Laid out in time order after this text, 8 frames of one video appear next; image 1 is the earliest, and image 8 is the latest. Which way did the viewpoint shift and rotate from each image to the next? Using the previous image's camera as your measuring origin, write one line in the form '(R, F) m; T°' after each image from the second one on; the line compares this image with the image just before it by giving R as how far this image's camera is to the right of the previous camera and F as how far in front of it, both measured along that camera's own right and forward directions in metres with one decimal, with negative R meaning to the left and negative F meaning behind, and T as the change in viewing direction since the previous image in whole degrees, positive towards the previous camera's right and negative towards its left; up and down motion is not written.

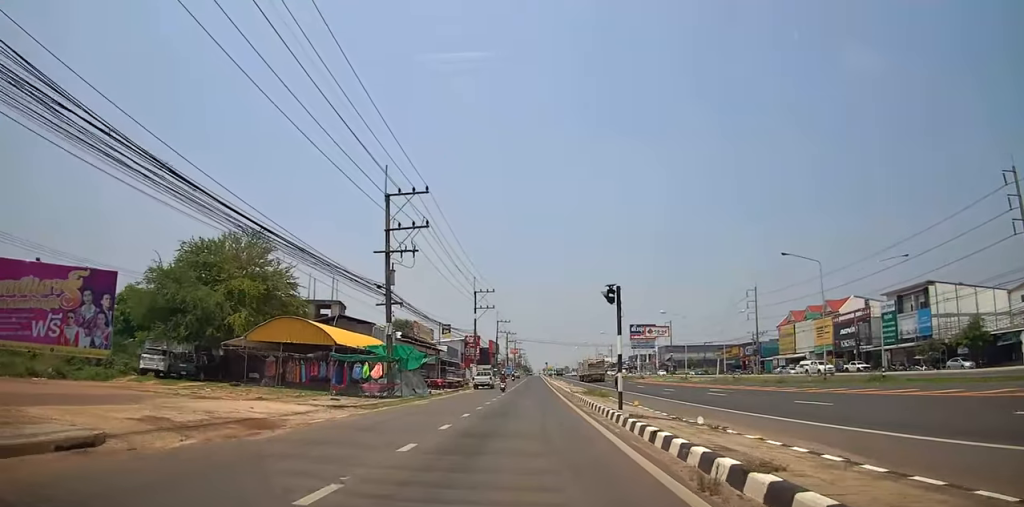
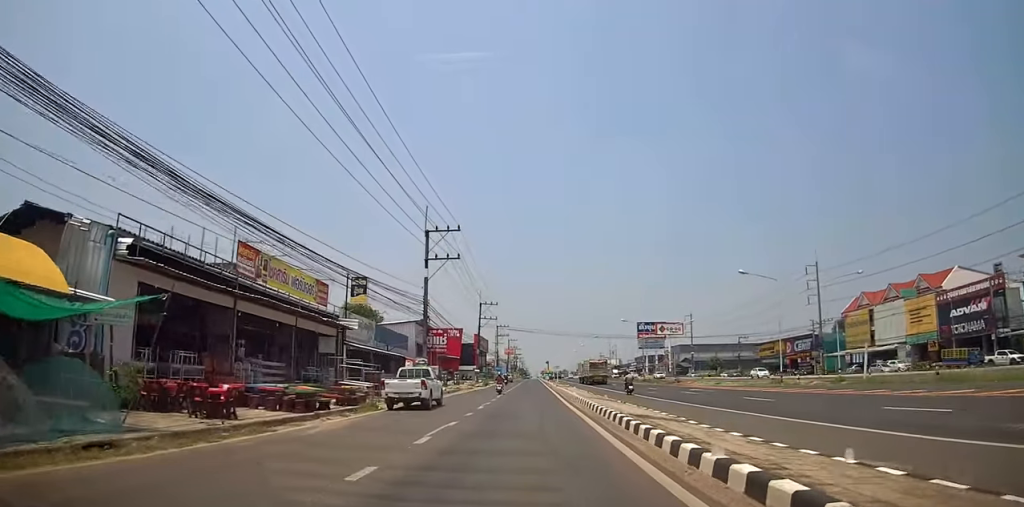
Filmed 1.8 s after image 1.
(-0.1, +30.9) m; 0°
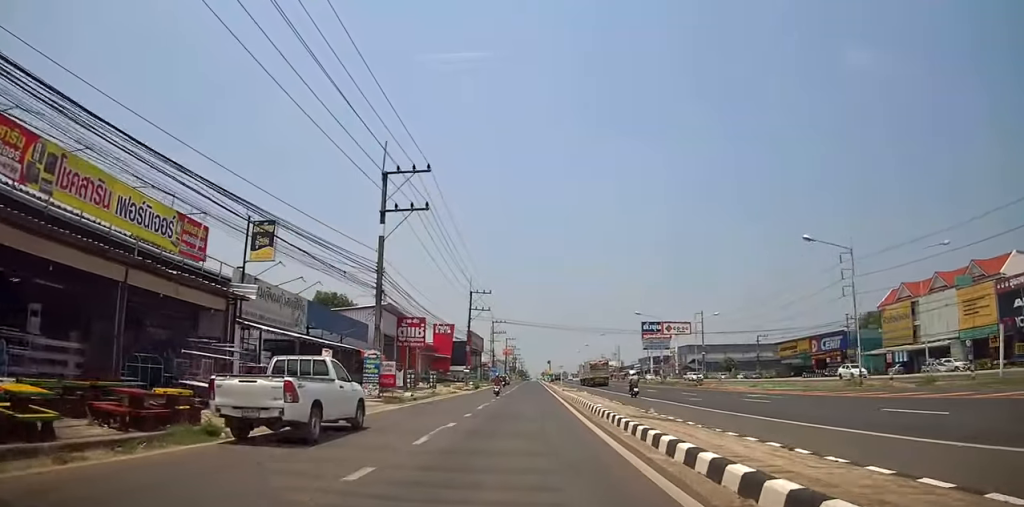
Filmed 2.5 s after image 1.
(0.0, +11.9) m; 0°
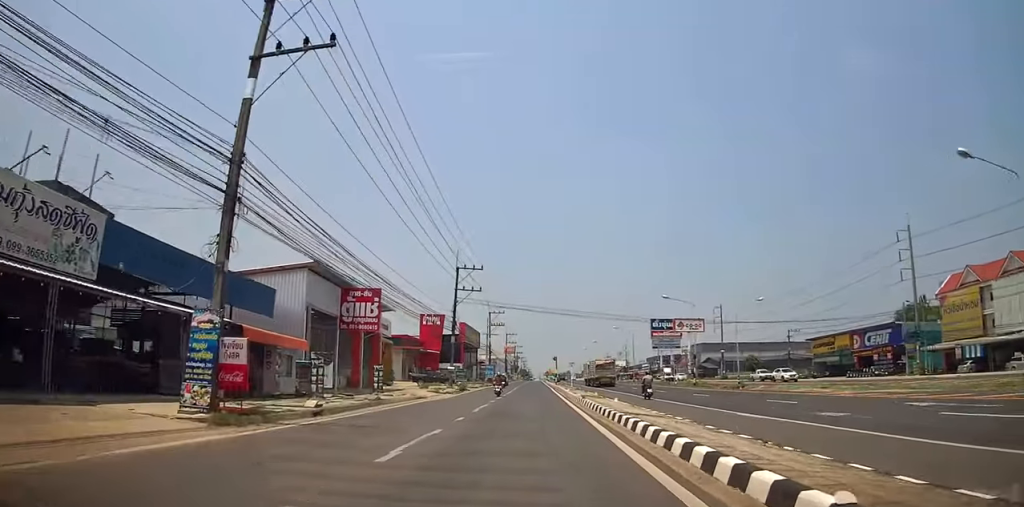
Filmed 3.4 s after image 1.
(0.0, +14.7) m; +2°
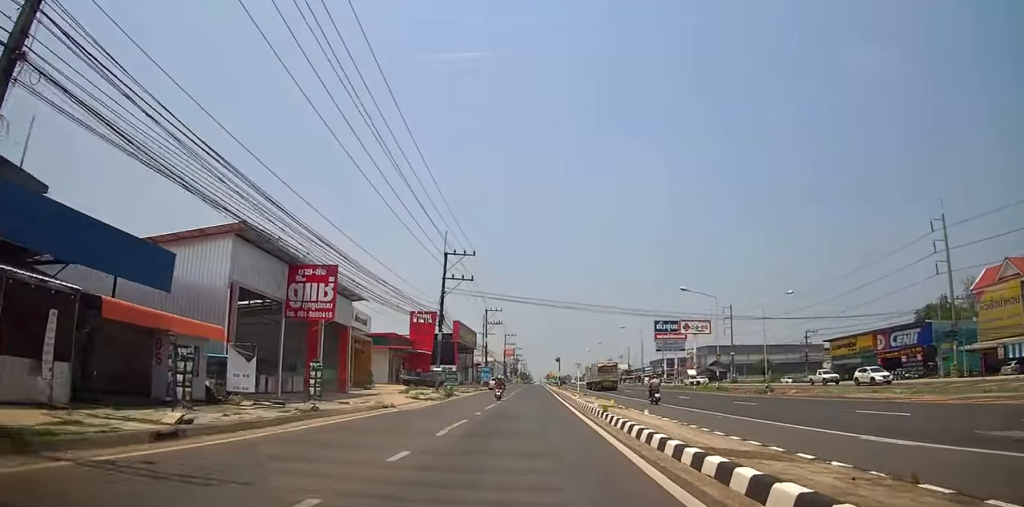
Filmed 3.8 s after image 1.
(-0.1, +7.5) m; +1°
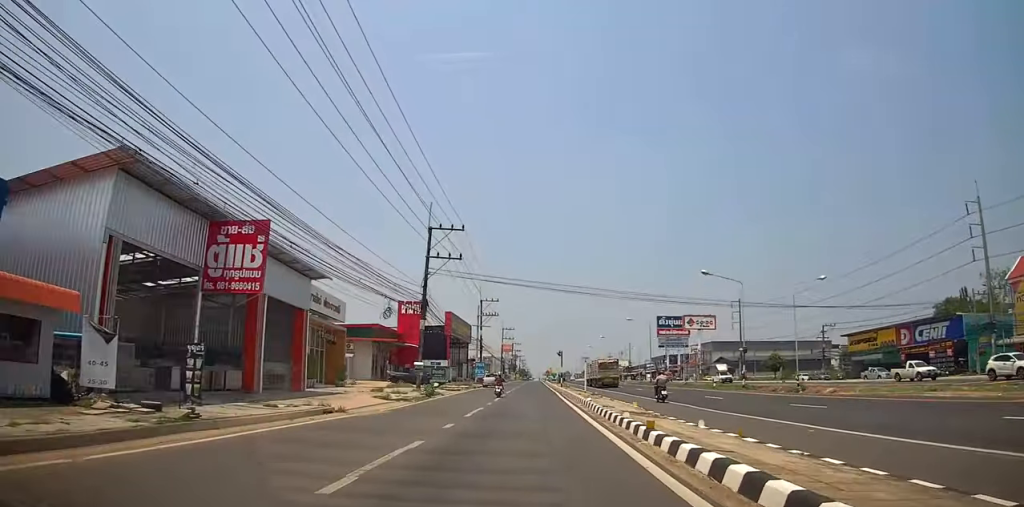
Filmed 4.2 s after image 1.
(+0.3, +7.0) m; 0°
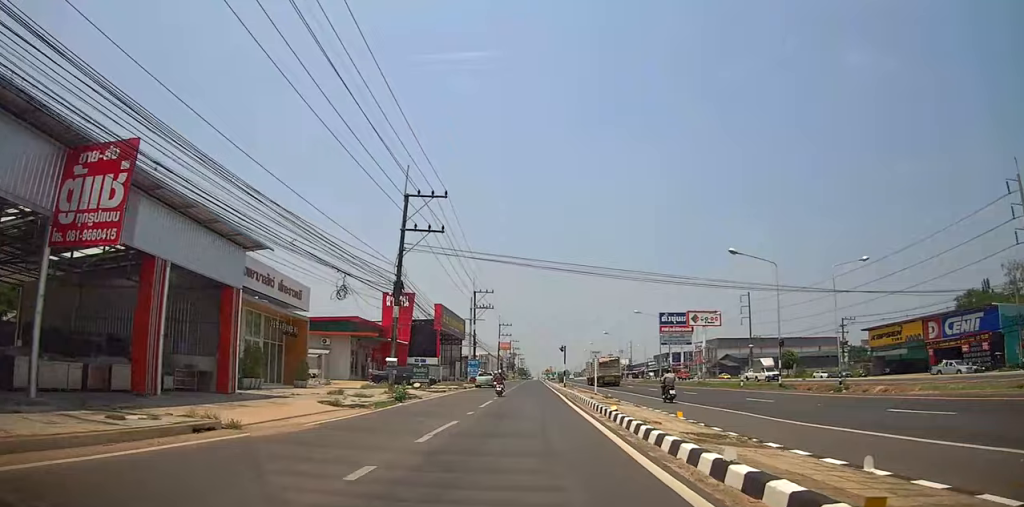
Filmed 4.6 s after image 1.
(+0.3, +7.3) m; 0°
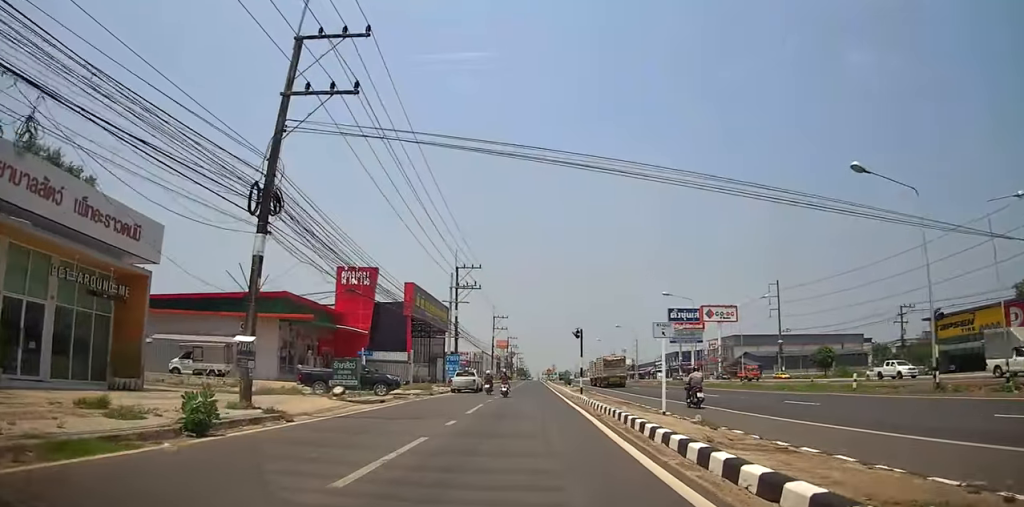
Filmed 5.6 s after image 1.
(-0.5, +16.7) m; -2°
